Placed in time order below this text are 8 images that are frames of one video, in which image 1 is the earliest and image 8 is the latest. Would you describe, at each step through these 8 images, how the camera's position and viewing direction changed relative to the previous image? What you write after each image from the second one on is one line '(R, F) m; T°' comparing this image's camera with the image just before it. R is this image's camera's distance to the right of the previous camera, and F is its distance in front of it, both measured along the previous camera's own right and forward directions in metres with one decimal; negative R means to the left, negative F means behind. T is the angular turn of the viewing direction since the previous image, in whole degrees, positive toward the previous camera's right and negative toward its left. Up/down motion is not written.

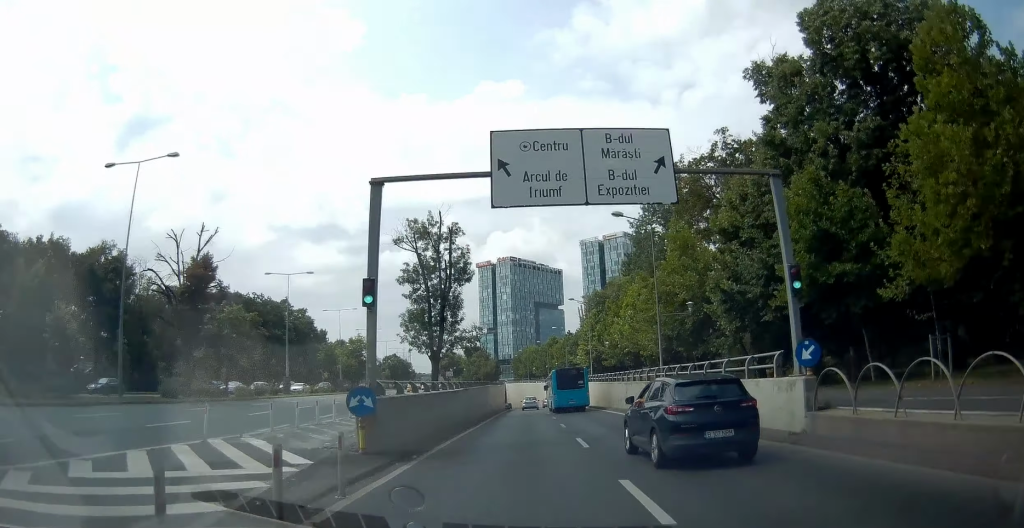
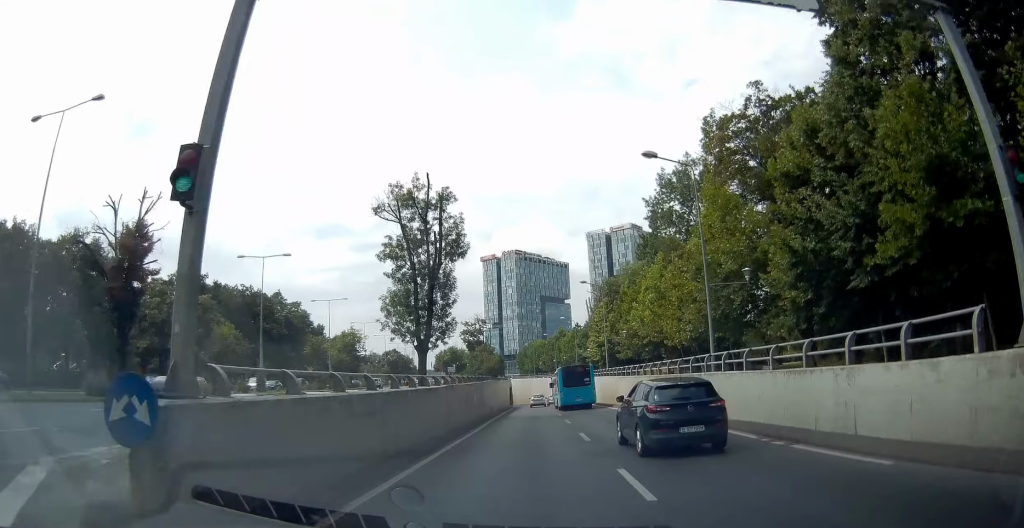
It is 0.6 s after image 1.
(0.0, +7.6) m; 0°
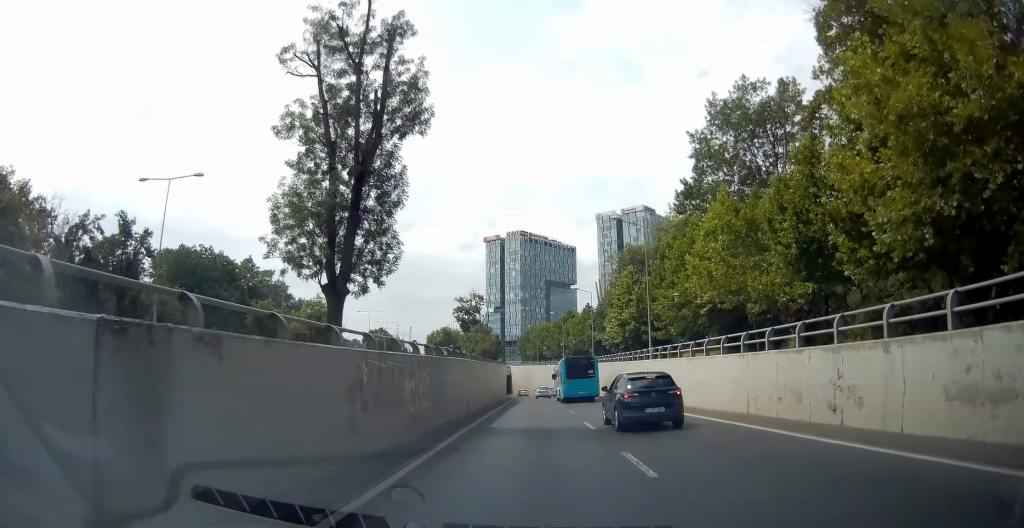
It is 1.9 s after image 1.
(+0.1, +17.3) m; 0°
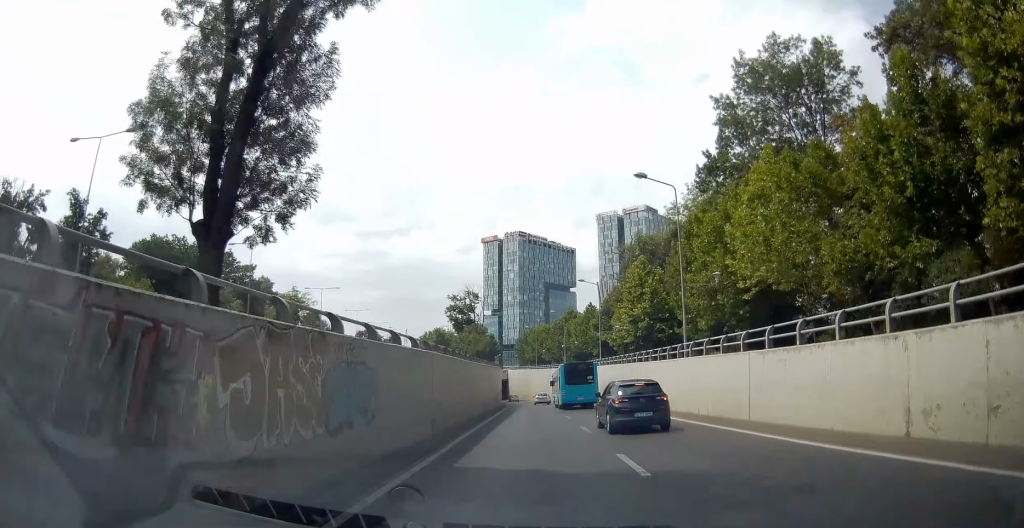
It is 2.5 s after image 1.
(0.0, +8.3) m; 0°
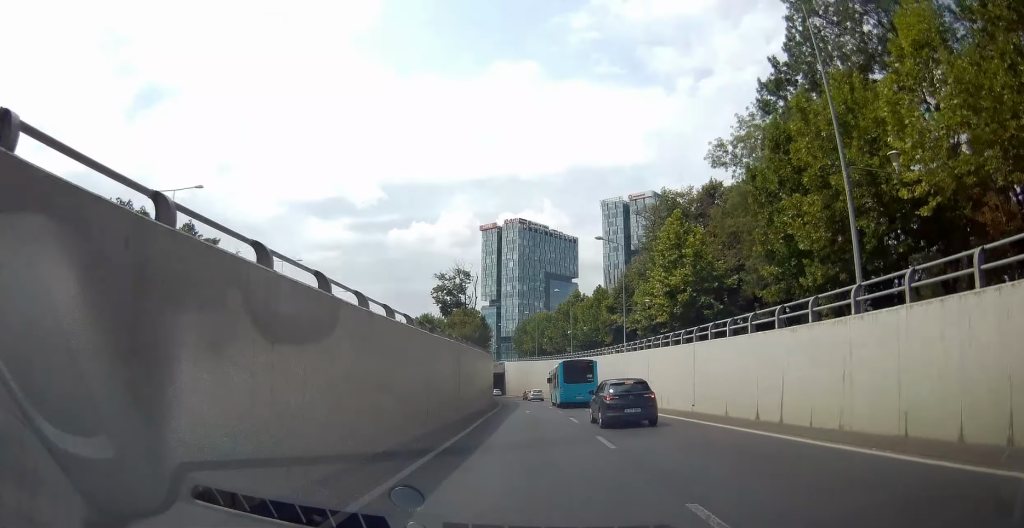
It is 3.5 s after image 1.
(-0.2, +15.2) m; 0°
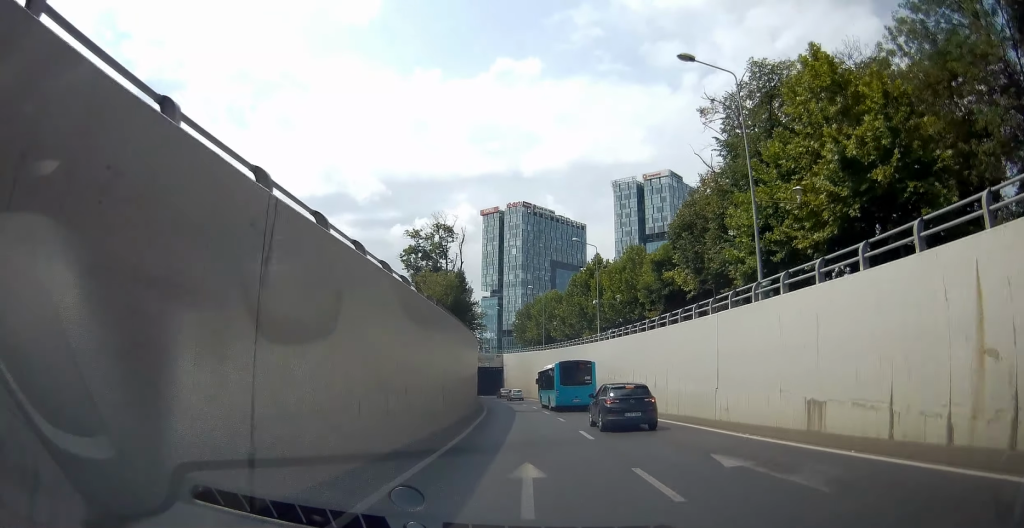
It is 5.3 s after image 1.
(-0.2, +24.4) m; -1°
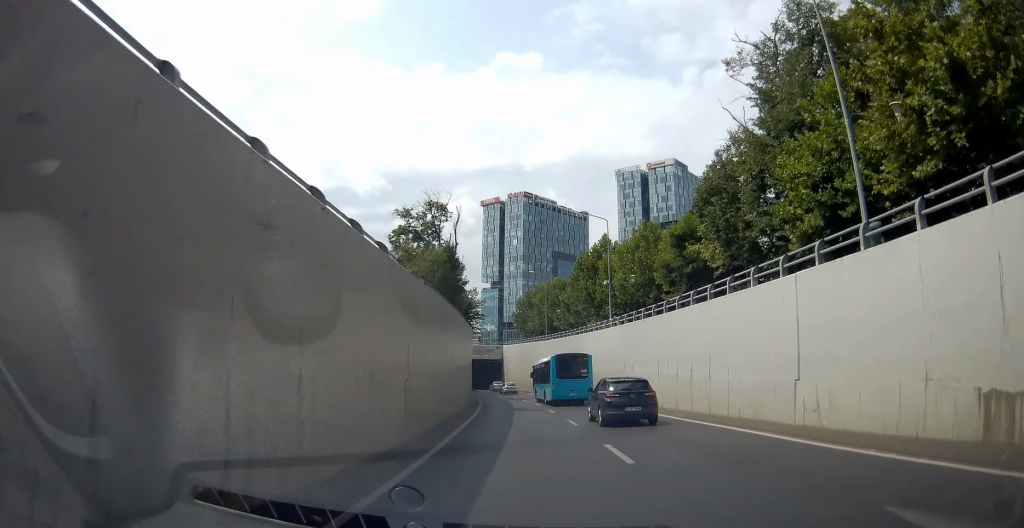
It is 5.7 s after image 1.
(+0.1, +6.4) m; 0°
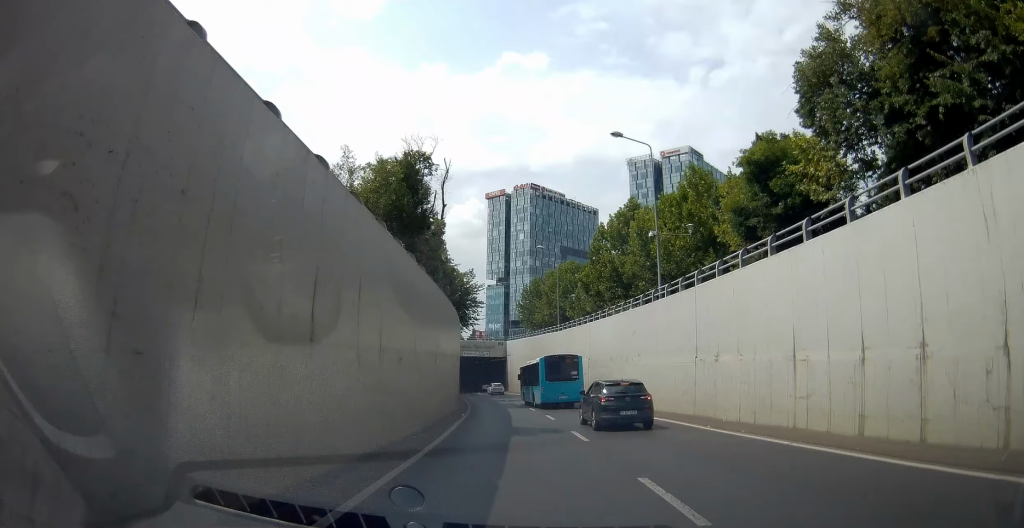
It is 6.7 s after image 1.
(0.0, +13.9) m; -1°
